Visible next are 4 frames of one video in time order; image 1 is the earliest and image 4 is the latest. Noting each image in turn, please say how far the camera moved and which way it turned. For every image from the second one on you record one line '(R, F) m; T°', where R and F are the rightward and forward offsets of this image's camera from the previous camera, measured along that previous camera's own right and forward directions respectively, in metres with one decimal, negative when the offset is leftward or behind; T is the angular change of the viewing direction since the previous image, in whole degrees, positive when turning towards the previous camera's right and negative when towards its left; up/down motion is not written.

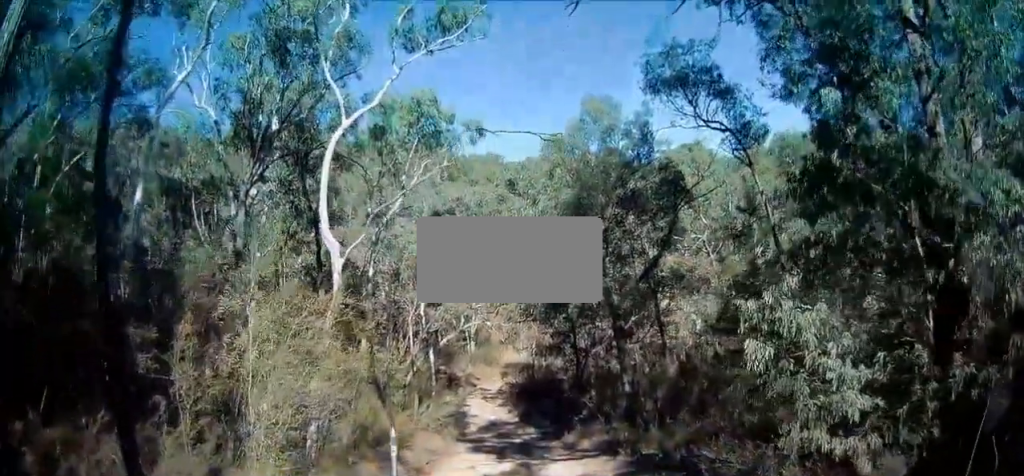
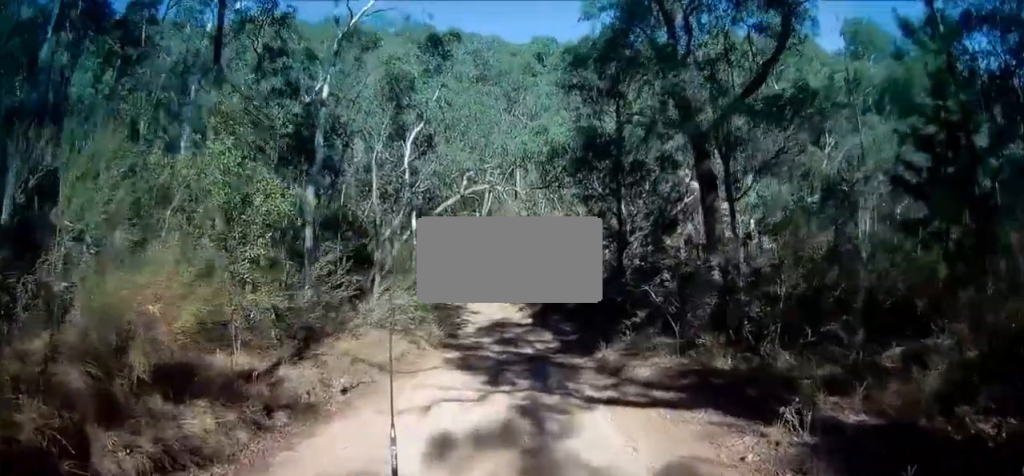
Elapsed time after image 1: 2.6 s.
(0.0, +8.3) m; +3°
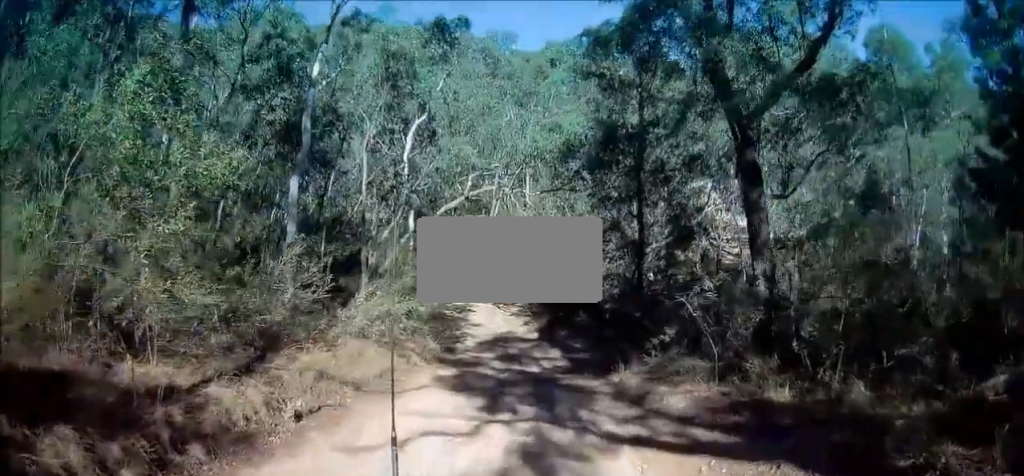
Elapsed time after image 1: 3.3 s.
(-0.1, +2.1) m; -5°
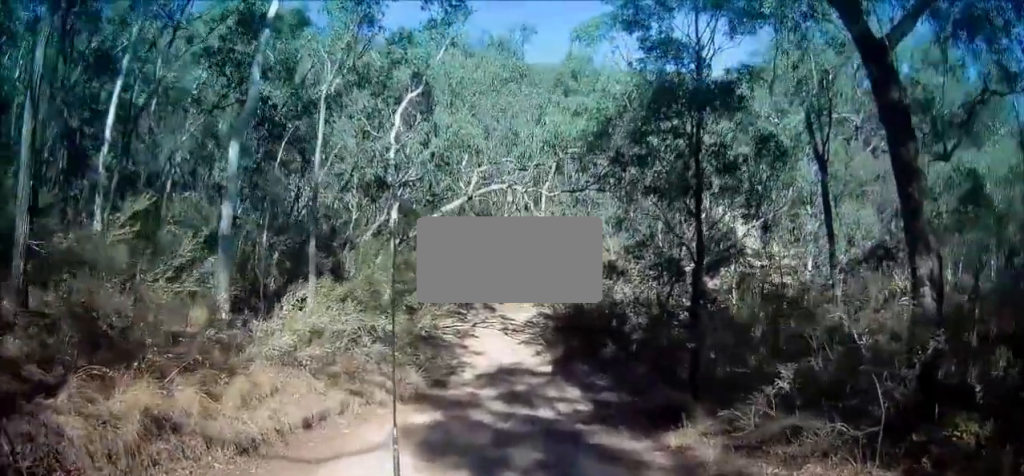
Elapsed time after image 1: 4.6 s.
(0.0, +4.9) m; +5°
